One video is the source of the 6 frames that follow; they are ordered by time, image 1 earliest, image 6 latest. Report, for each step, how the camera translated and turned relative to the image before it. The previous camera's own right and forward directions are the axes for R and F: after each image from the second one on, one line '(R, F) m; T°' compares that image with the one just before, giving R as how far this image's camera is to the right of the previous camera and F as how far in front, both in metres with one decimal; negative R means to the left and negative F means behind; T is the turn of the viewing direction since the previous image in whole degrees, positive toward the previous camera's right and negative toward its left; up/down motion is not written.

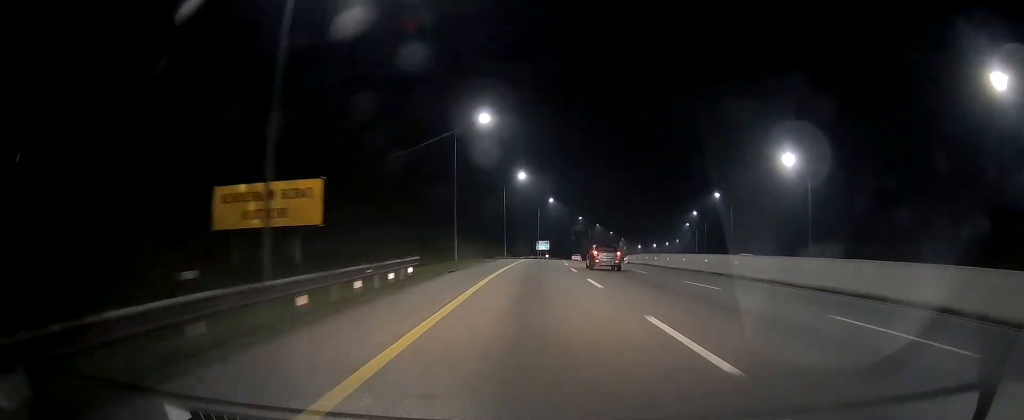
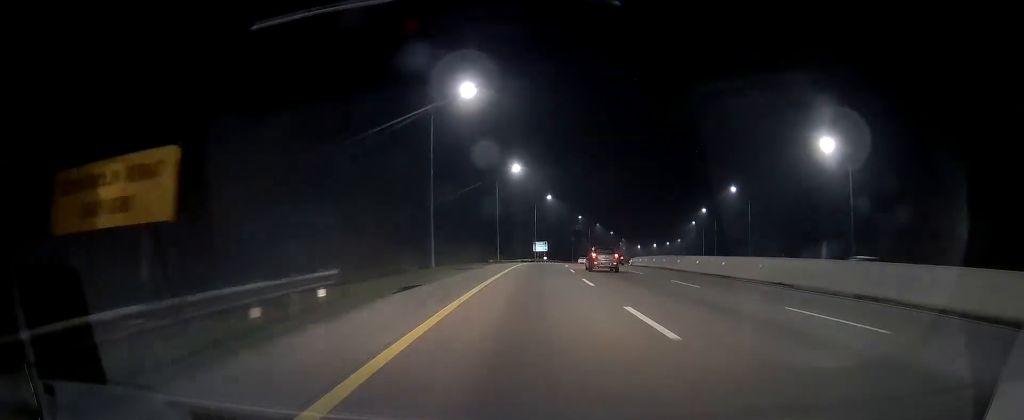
(+0.1, +9.6) m; 0°
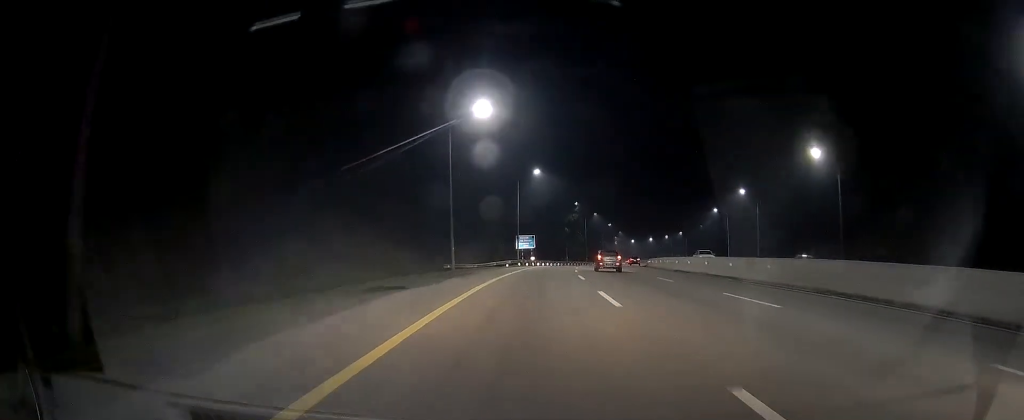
(0.0, +31.2) m; +2°
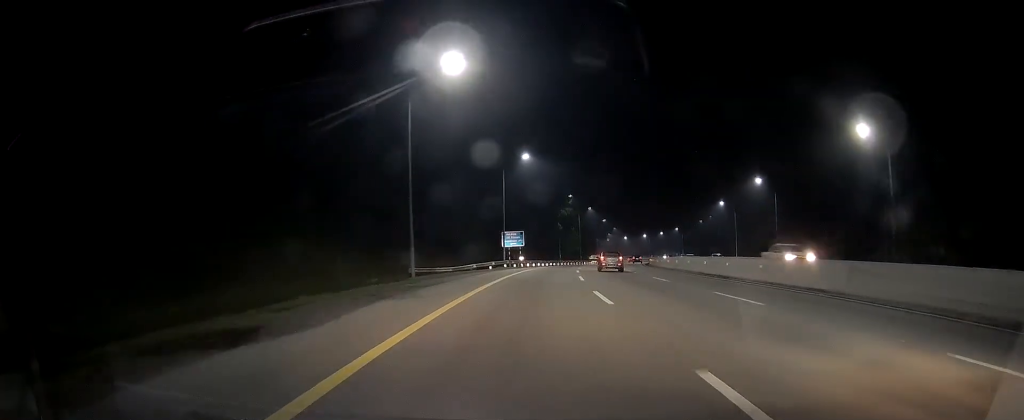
(+0.1, +11.2) m; 0°
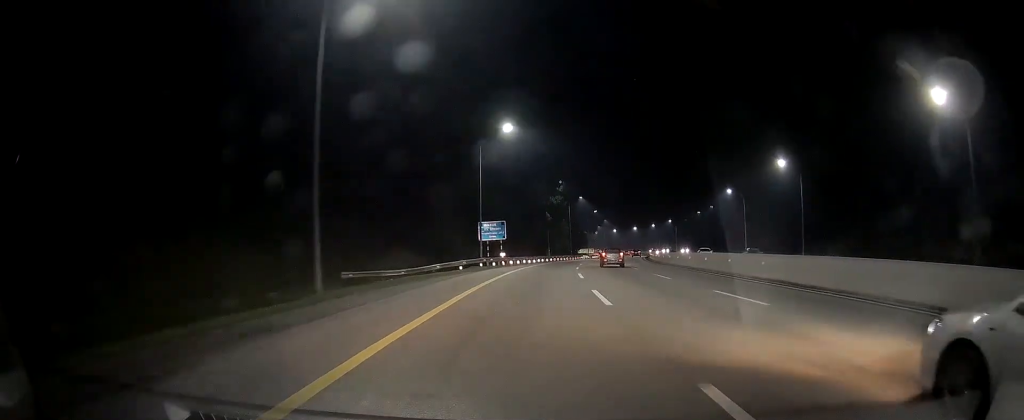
(0.0, +12.6) m; 0°
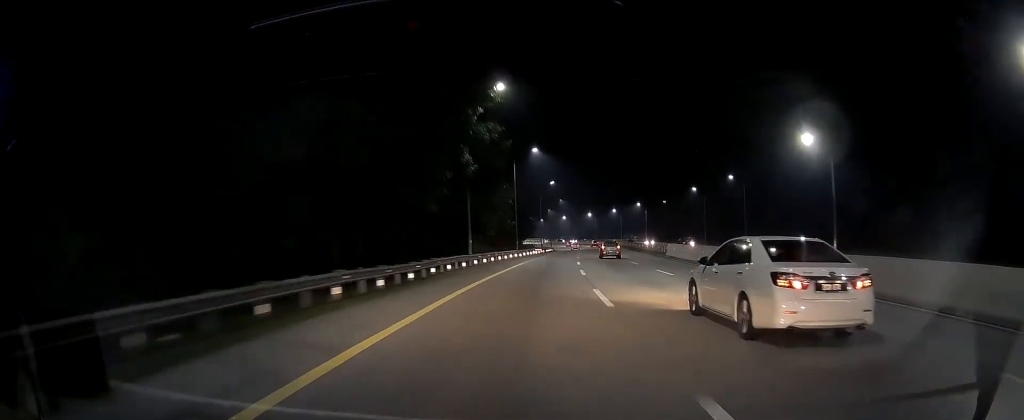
(+2.3, +49.0) m; +5°
